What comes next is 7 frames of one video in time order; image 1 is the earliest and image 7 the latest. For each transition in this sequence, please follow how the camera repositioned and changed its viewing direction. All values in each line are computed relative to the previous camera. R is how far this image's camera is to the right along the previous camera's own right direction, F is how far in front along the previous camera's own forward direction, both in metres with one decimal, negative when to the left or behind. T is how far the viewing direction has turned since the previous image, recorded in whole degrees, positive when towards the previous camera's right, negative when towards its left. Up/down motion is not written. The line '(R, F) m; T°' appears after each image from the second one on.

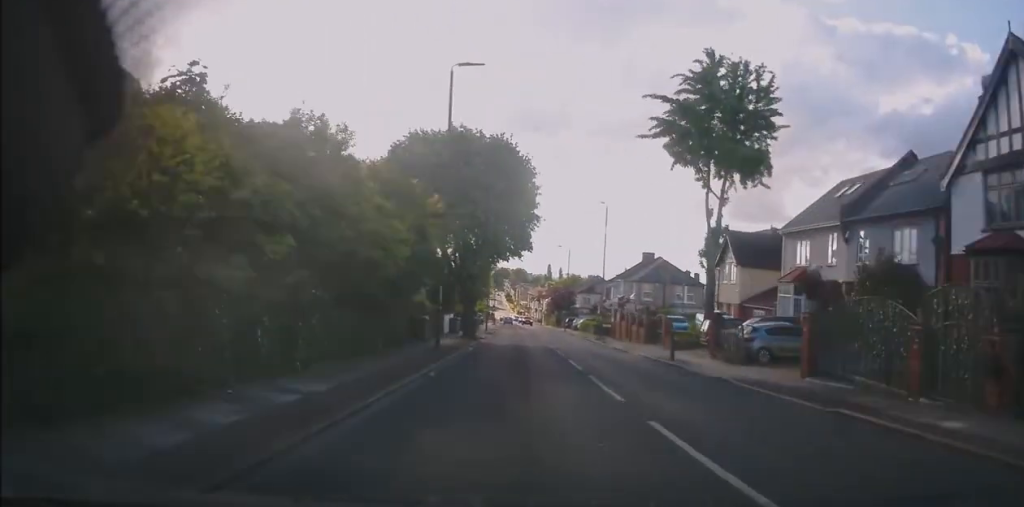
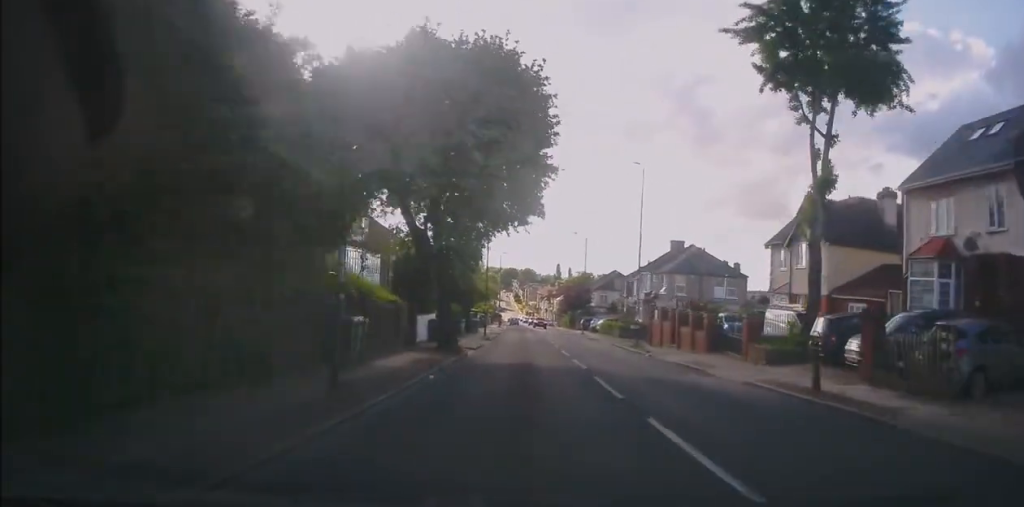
(-0.2, +11.4) m; -1°
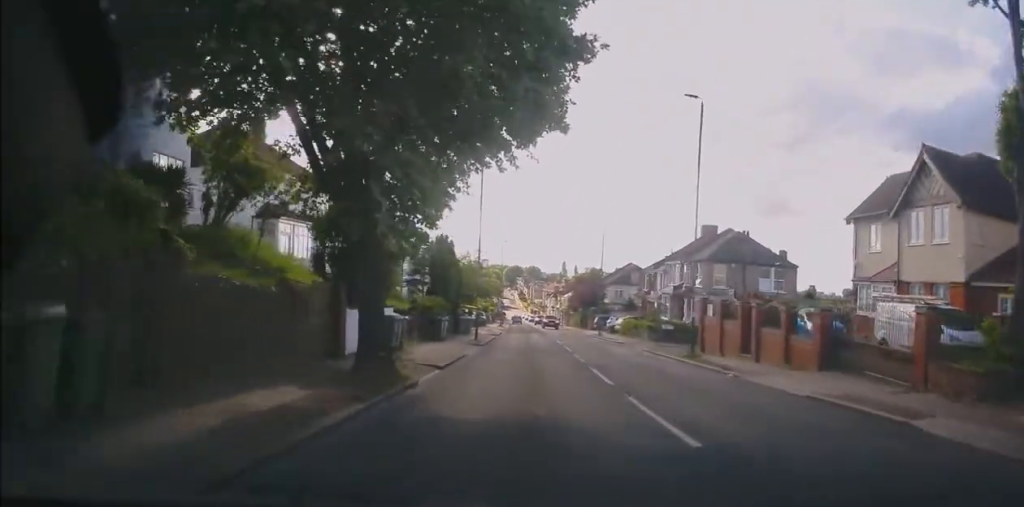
(0.0, +10.2) m; 0°
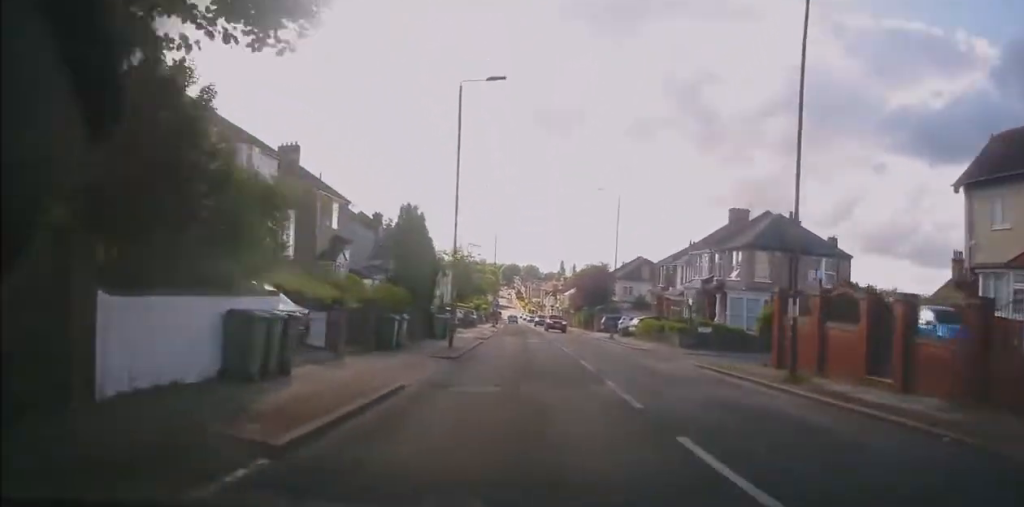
(0.0, +9.1) m; 0°
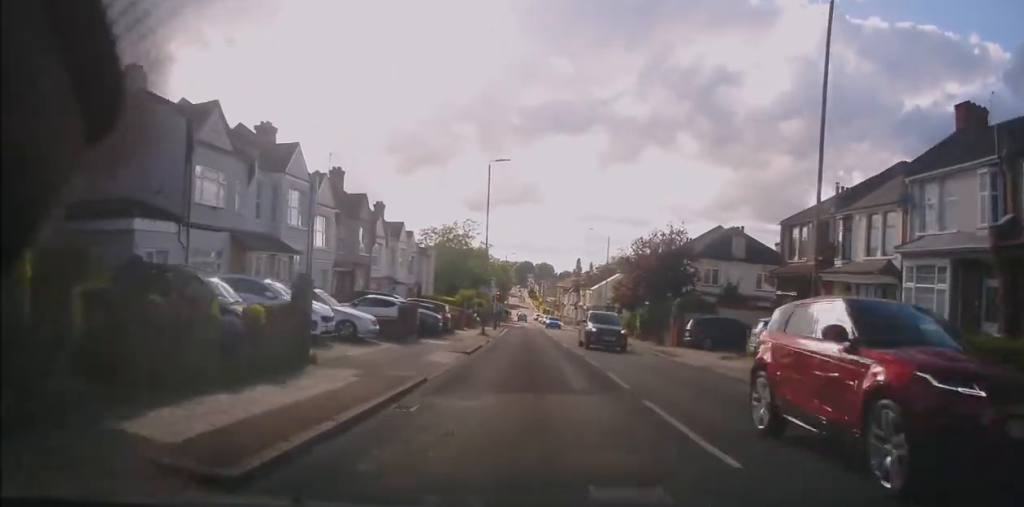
(-0.4, +28.1) m; -2°
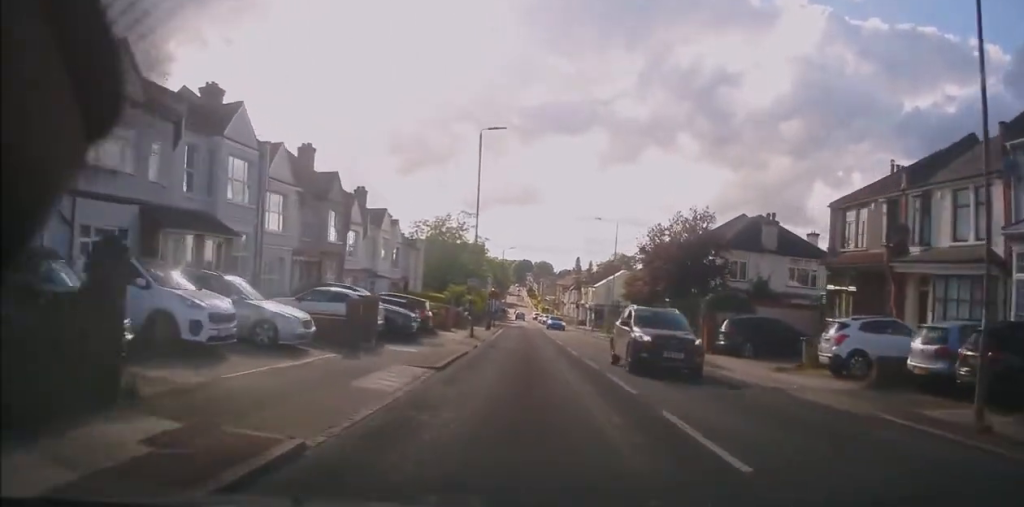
(+0.1, +5.9) m; 0°
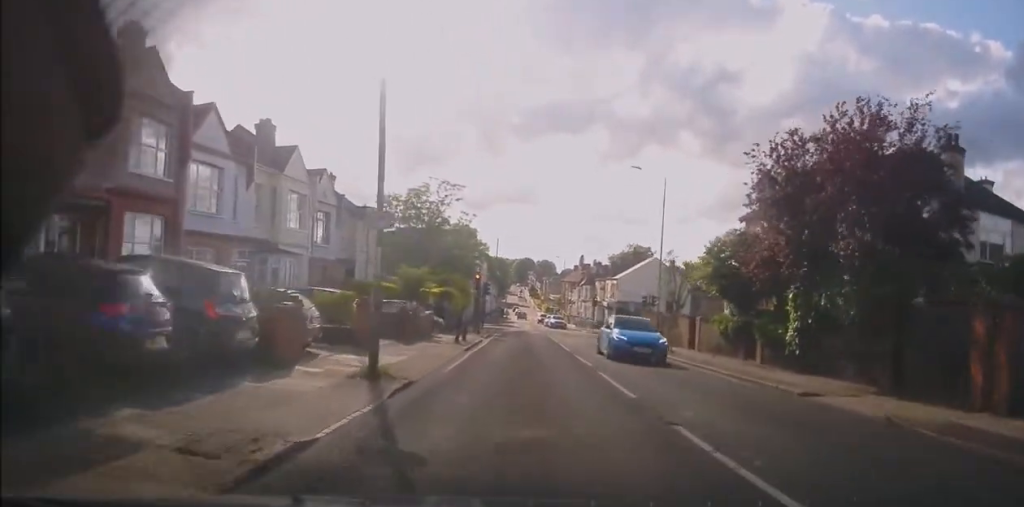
(-0.2, +17.6) m; -1°
